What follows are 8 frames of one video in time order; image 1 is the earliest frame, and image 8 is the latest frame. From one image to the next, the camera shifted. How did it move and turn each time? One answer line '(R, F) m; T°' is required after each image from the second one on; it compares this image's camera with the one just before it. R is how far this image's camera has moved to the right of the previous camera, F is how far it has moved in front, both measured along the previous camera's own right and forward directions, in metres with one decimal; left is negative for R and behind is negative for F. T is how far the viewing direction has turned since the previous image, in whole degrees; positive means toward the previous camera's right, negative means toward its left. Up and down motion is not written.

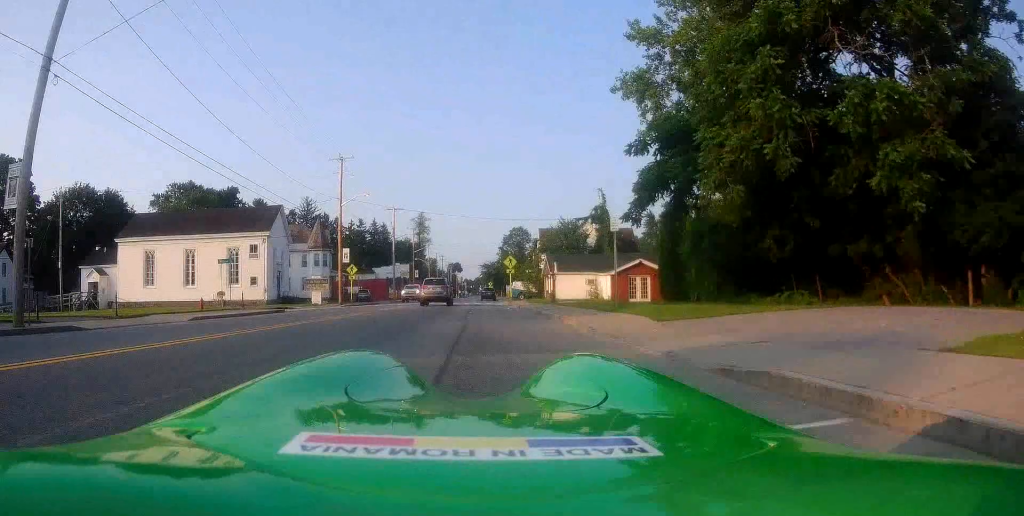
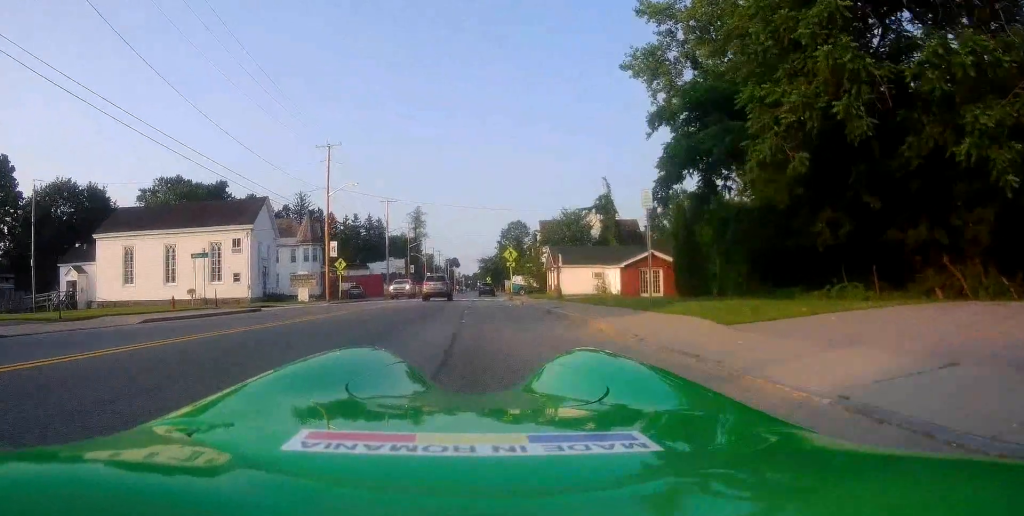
(0.0, +3.9) m; +1°
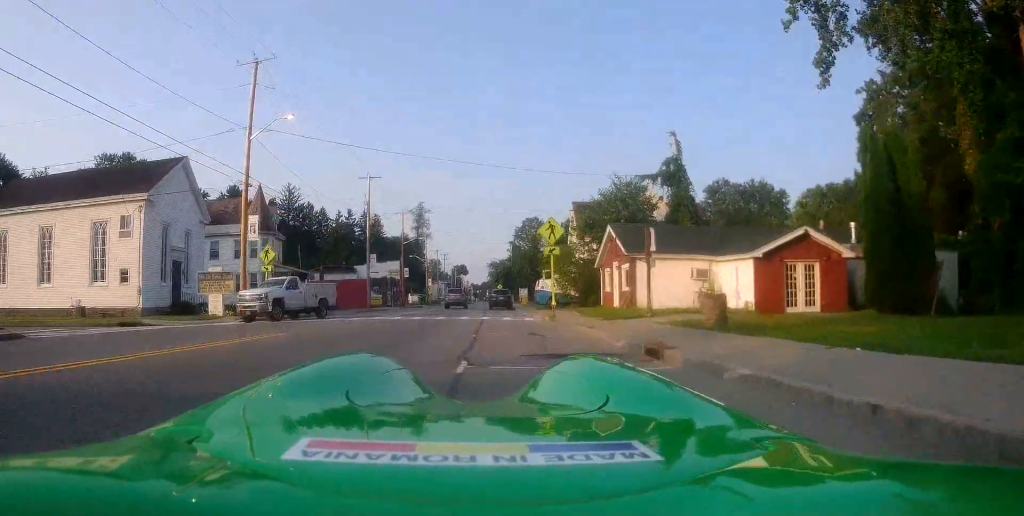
(-0.1, +19.6) m; -1°
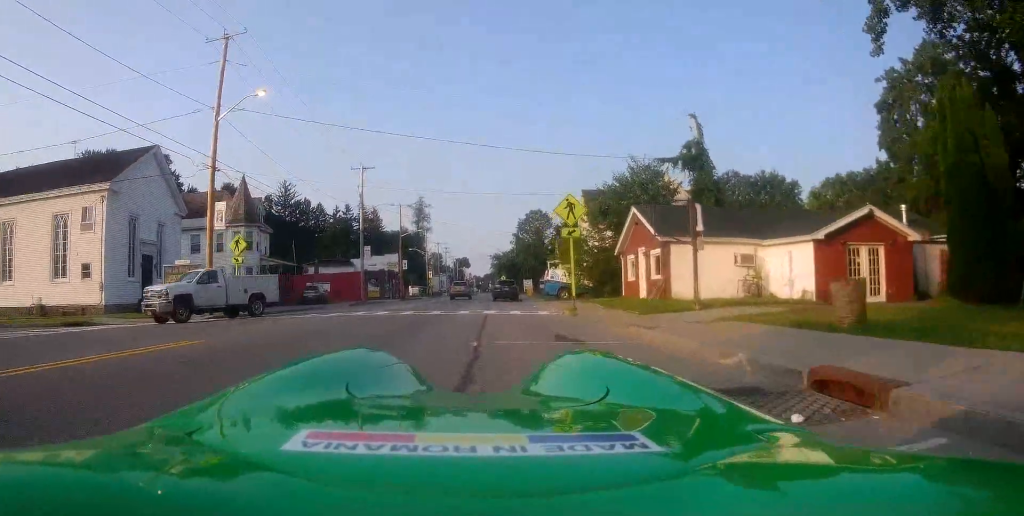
(+0.2, +4.2) m; 0°
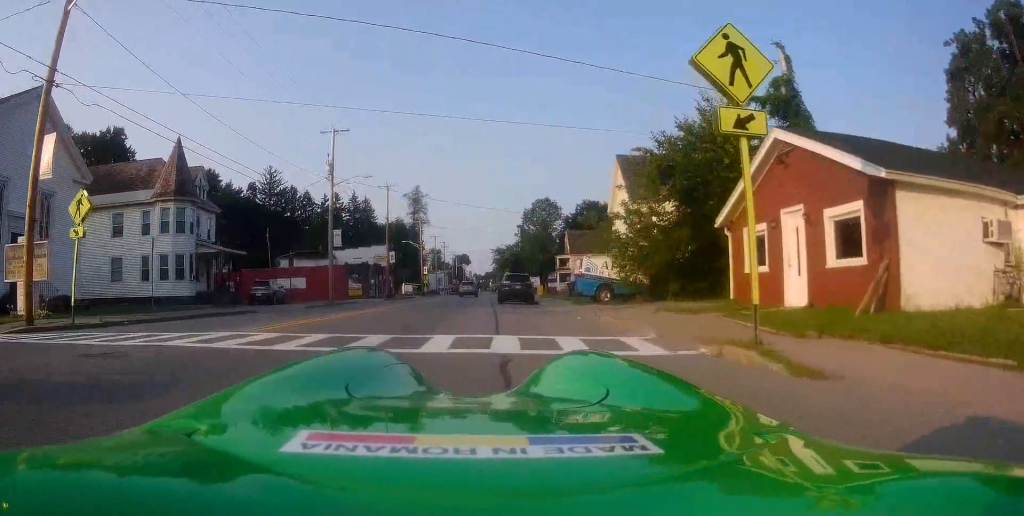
(-0.2, +12.2) m; 0°
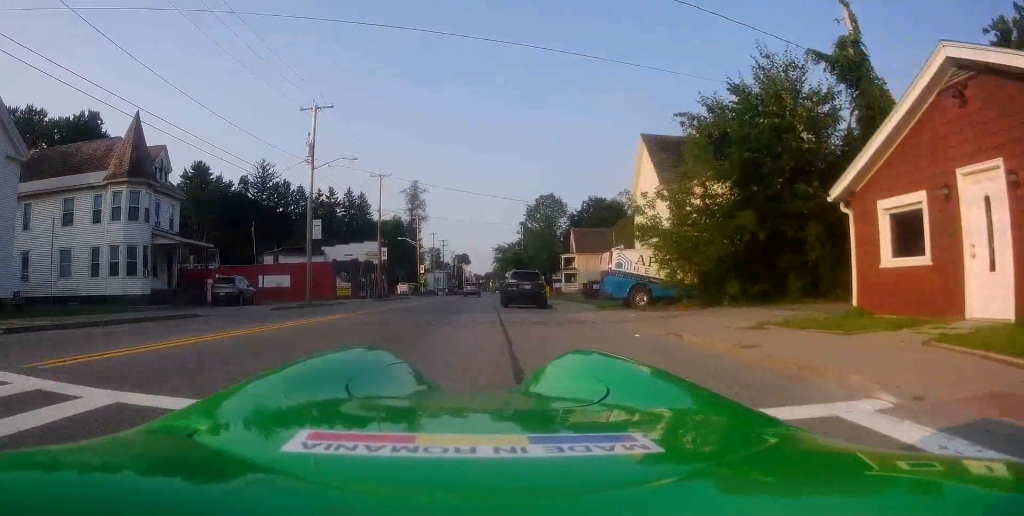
(+0.2, +5.7) m; 0°
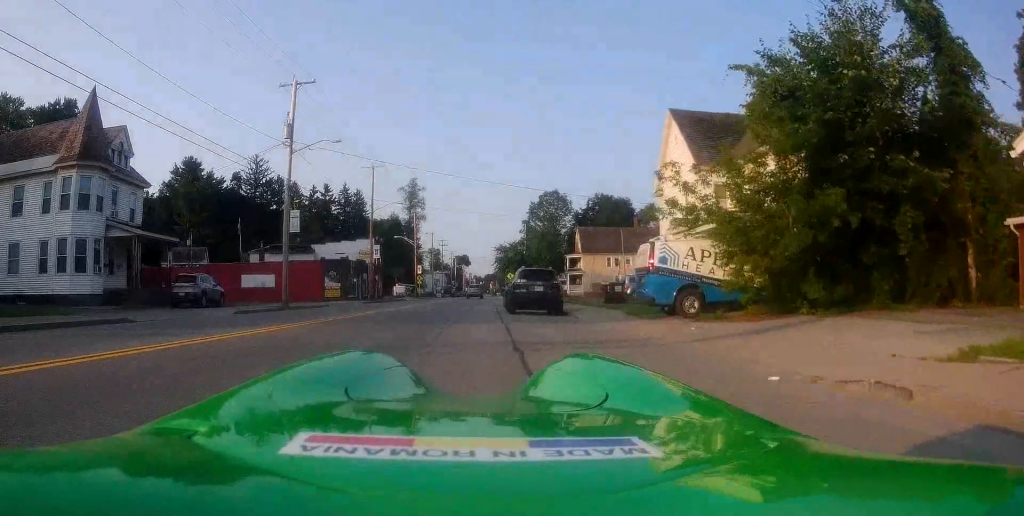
(+0.1, +4.9) m; -1°
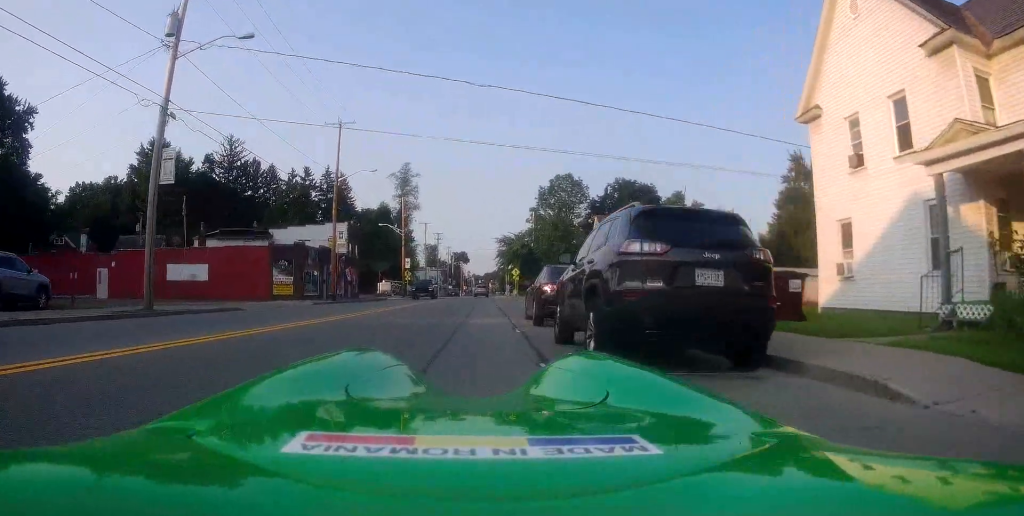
(-0.5, +14.7) m; -2°
